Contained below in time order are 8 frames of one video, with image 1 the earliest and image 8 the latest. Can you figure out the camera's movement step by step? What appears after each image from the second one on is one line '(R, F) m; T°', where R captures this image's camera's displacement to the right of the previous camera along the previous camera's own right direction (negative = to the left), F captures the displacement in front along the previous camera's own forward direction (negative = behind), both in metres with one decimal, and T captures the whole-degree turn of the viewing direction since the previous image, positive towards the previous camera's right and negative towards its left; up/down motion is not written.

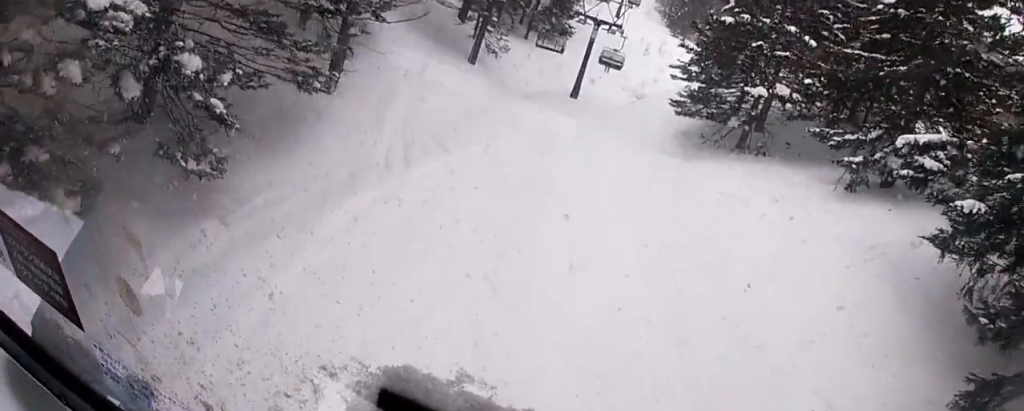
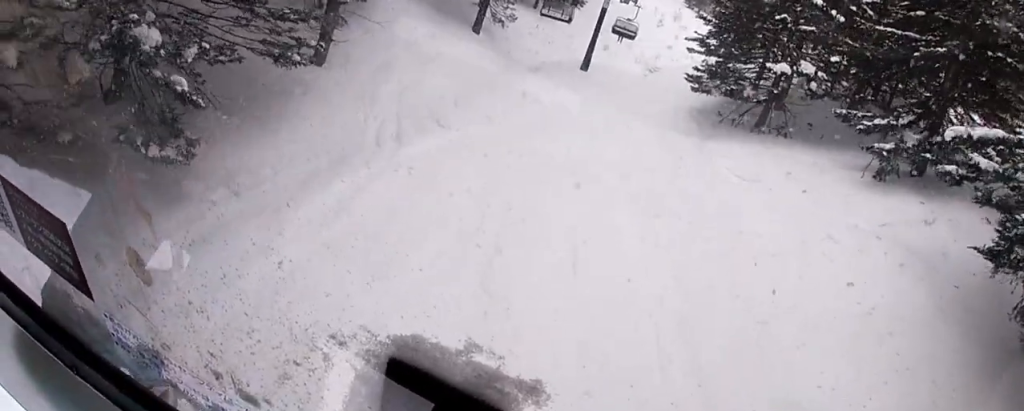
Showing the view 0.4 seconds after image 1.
(0.0, +1.6) m; 0°
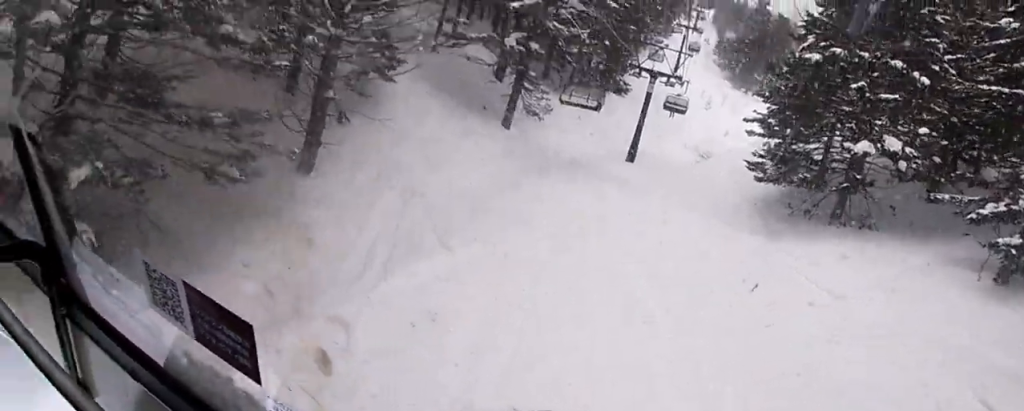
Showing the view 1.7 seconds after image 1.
(0.0, +5.1) m; -3°
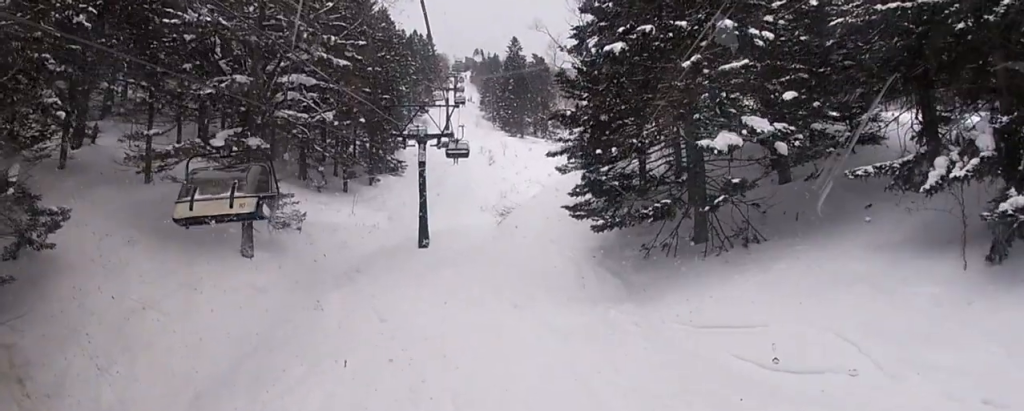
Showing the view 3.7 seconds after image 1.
(-0.5, +7.9) m; -4°
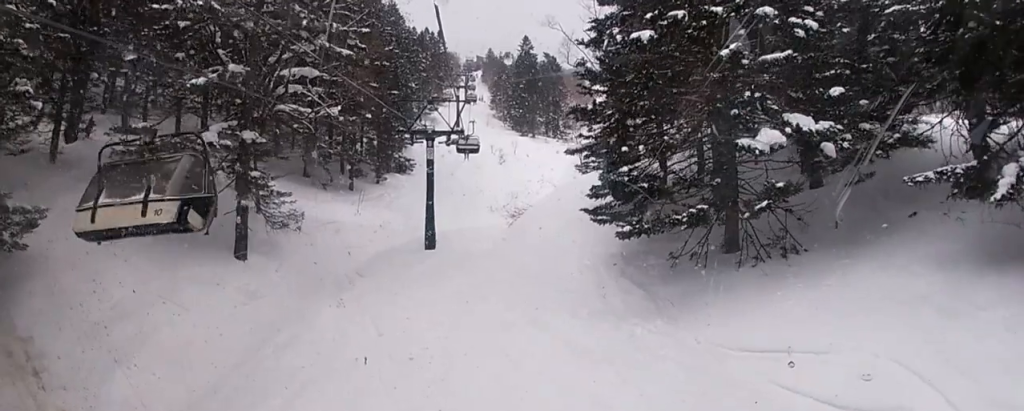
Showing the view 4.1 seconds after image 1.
(0.0, +1.6) m; 0°
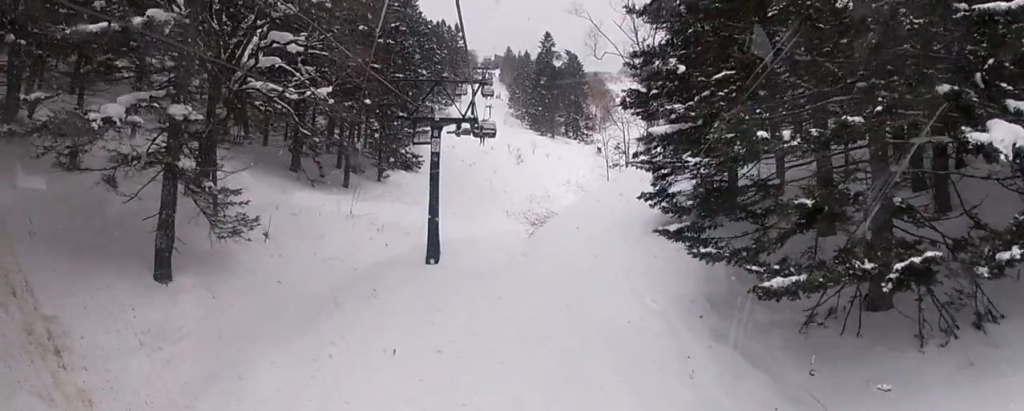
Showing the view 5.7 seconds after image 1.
(0.0, +6.3) m; 0°
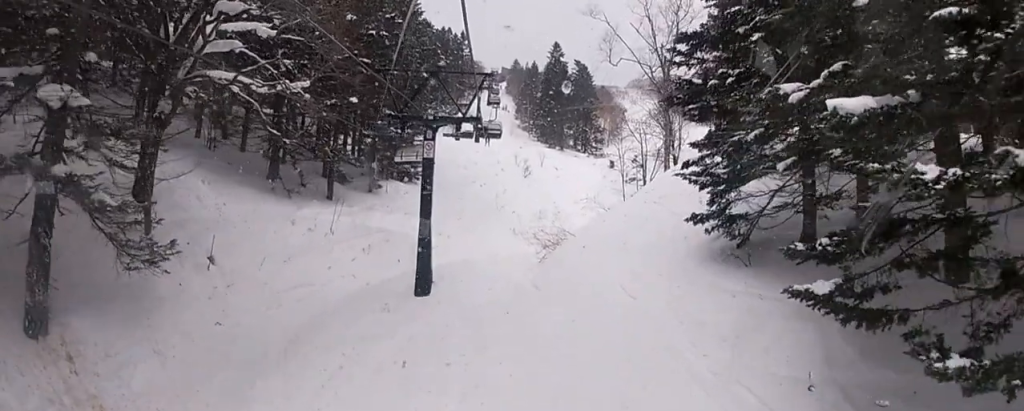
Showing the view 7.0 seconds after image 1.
(+0.1, +5.0) m; +5°
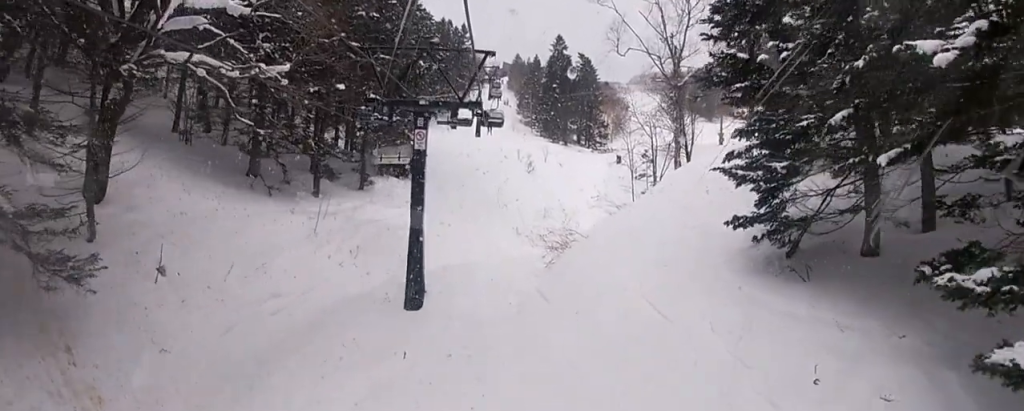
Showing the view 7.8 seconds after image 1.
(+0.1, +2.9) m; +2°
